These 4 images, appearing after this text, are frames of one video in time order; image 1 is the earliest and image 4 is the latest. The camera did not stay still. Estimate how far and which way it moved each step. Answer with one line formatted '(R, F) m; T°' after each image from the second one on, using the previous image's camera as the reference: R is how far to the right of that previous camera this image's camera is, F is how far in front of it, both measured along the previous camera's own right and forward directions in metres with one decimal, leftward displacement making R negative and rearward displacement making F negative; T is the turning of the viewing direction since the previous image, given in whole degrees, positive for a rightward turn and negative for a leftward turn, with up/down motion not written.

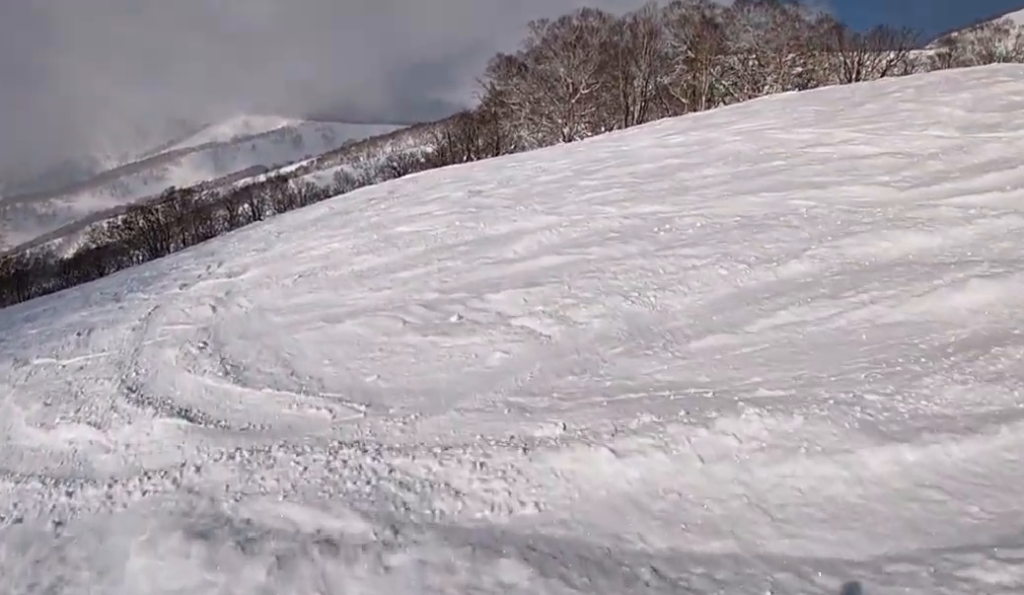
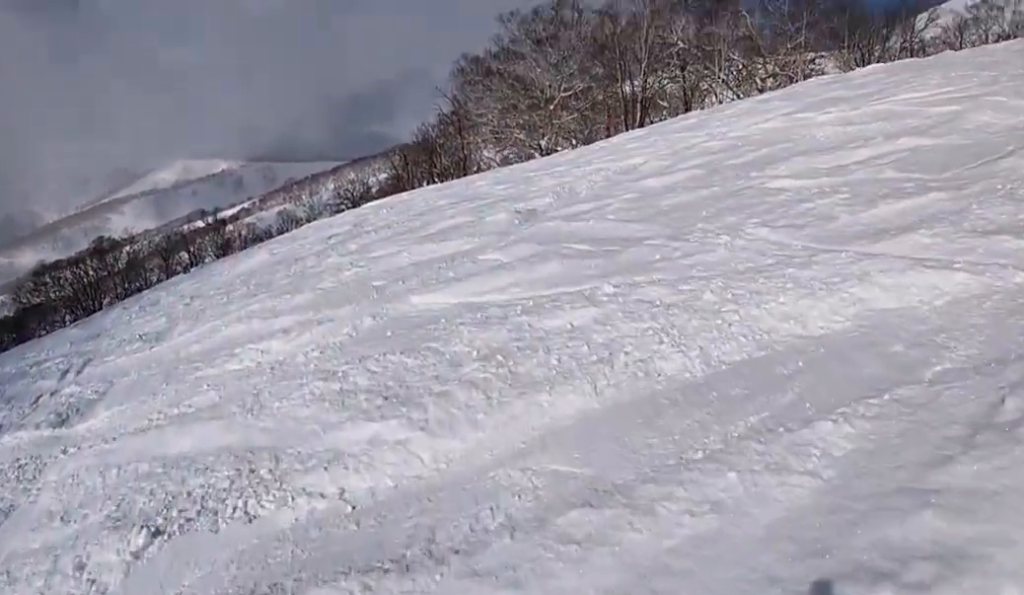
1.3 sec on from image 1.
(-0.1, +7.8) m; +9°
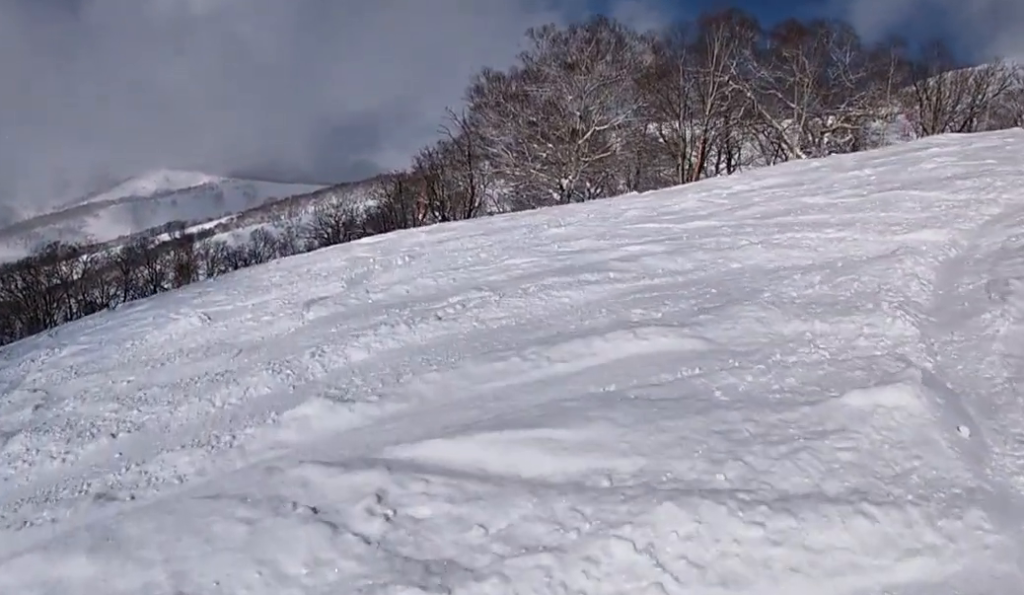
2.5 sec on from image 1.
(+0.6, +7.5) m; -4°
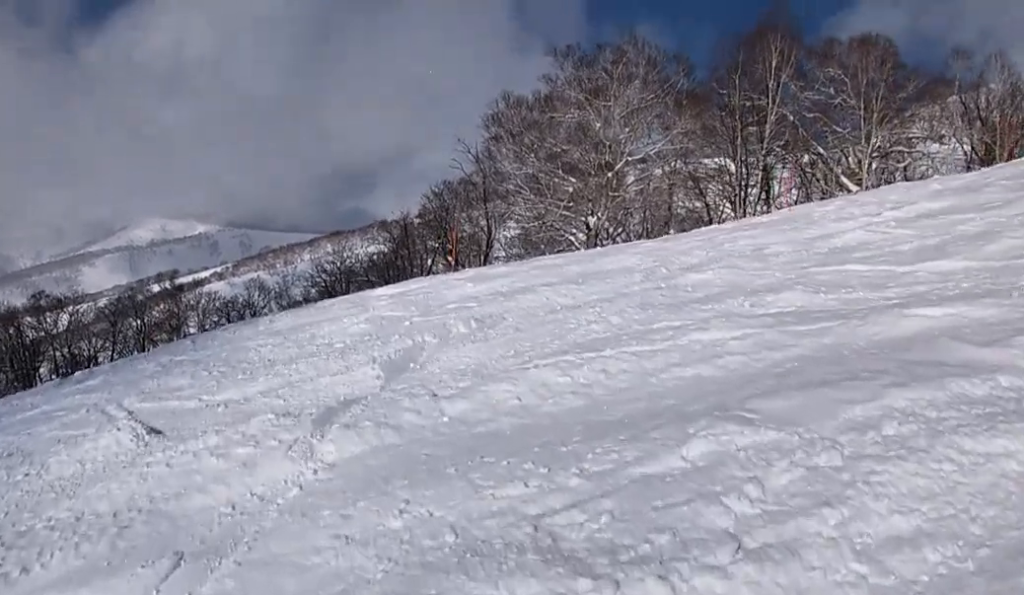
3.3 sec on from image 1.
(-0.6, +4.4) m; -1°
